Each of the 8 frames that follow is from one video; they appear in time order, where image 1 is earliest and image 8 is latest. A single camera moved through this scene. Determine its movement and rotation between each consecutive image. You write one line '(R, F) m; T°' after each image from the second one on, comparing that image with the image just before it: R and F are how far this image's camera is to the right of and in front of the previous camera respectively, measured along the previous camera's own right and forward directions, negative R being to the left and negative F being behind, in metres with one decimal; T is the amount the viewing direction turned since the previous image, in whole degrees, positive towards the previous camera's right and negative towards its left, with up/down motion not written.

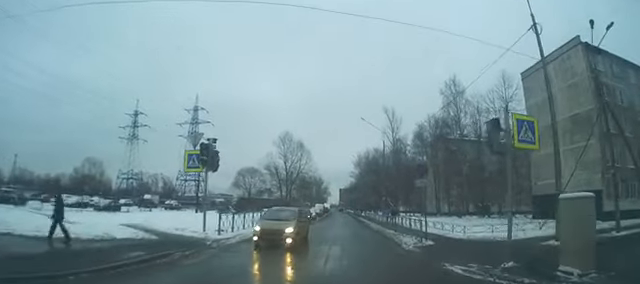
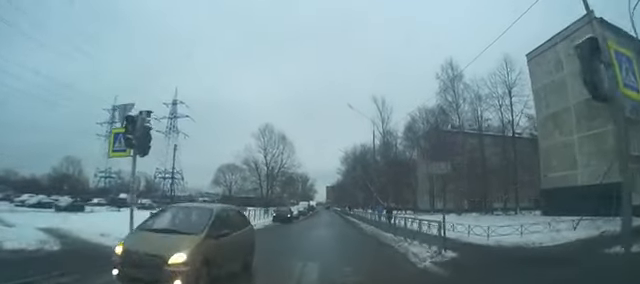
(0.0, +4.9) m; 0°
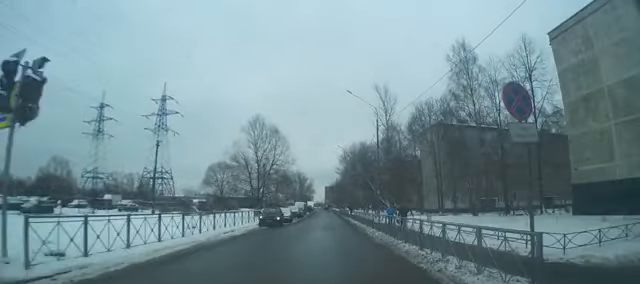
(+0.1, +5.9) m; 0°
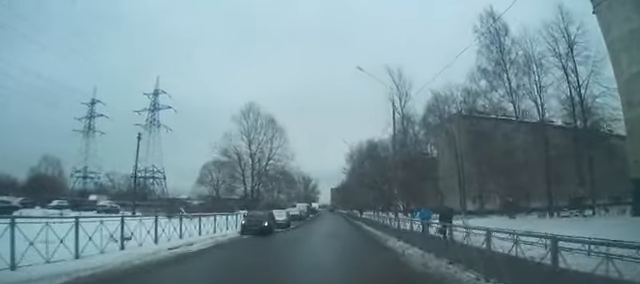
(-0.1, +7.2) m; -2°
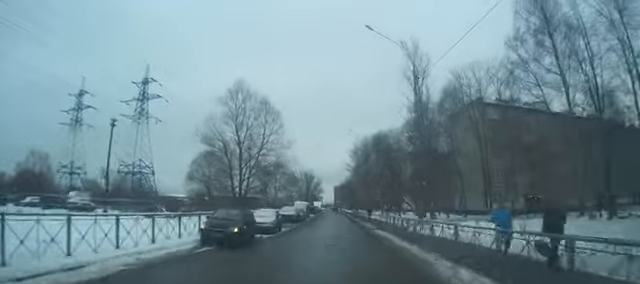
(-0.1, +6.9) m; 0°
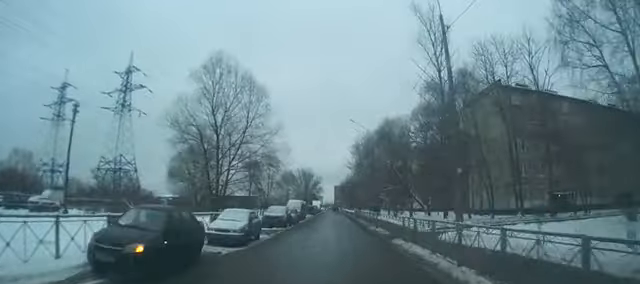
(0.0, +6.7) m; 0°
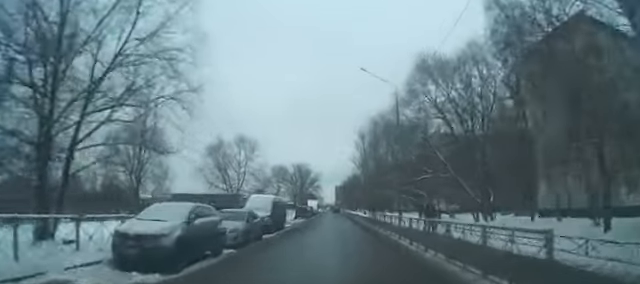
(-0.1, +18.0) m; 0°
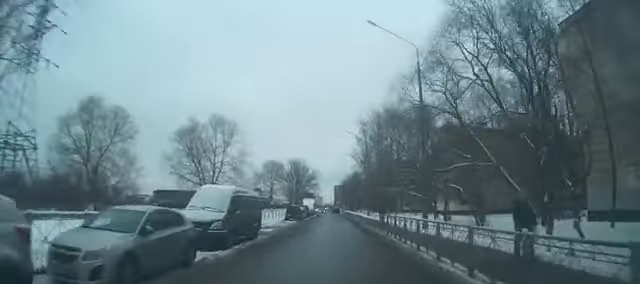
(+0.1, +8.1) m; 0°
